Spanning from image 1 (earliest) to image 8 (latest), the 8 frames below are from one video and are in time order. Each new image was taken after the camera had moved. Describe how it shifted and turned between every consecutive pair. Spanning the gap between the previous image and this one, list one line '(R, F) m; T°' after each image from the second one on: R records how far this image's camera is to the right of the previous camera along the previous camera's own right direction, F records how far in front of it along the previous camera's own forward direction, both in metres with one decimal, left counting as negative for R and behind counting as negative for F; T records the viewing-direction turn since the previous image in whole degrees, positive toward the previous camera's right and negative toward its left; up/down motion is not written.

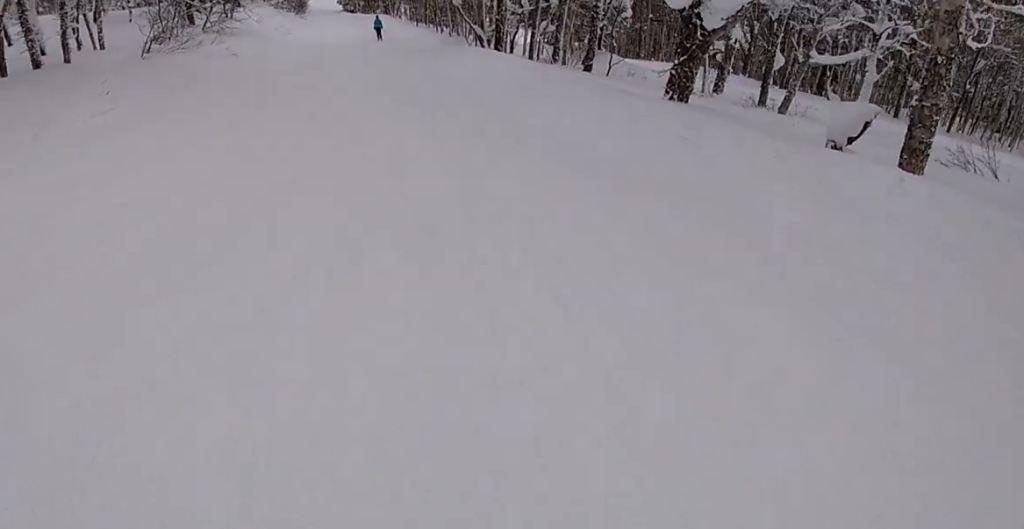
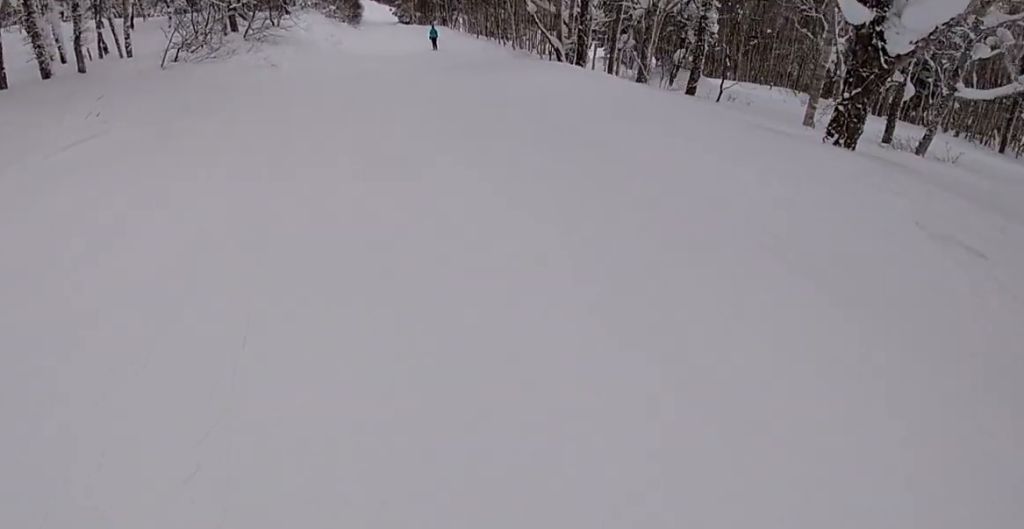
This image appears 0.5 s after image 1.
(+0.2, +3.9) m; -5°
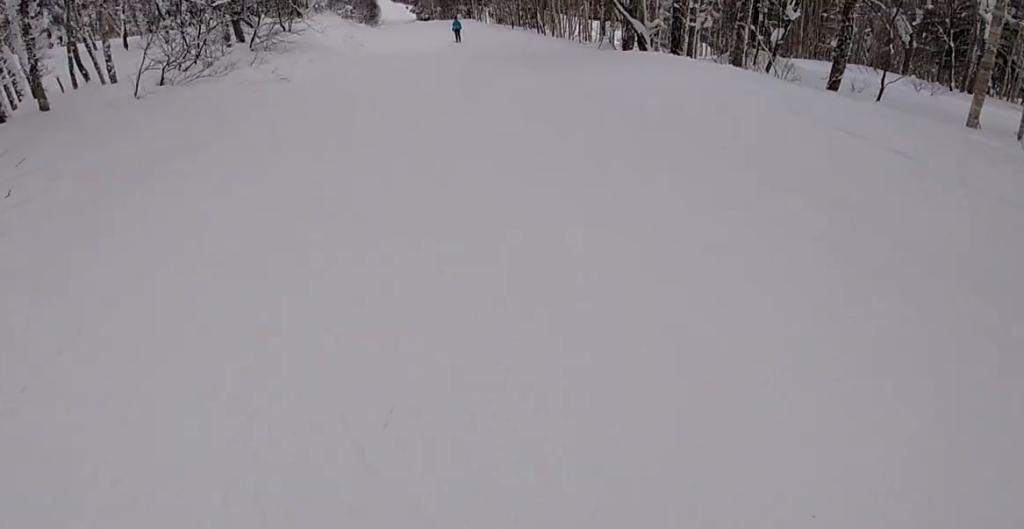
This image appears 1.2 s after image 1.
(-0.6, +5.1) m; -7°
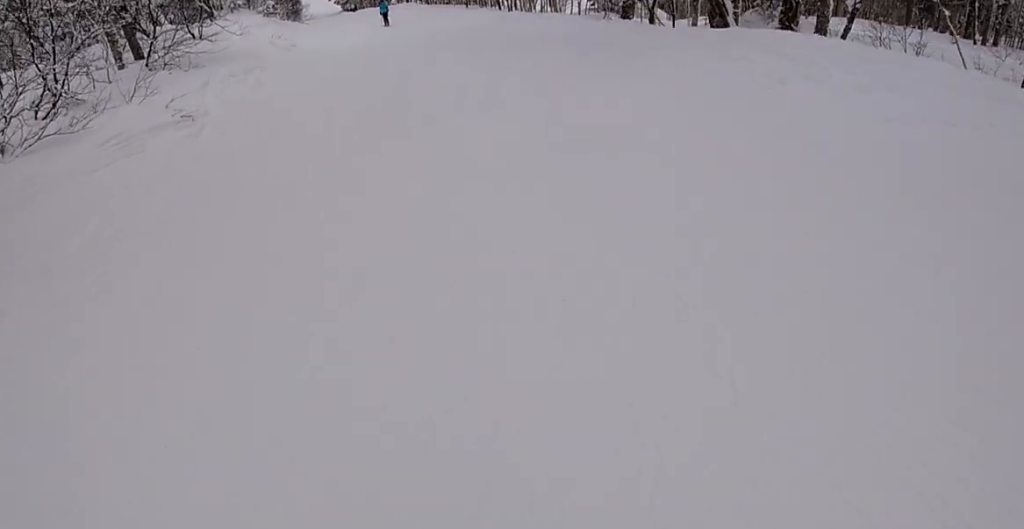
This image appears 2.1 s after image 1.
(-0.5, +6.9) m; 0°
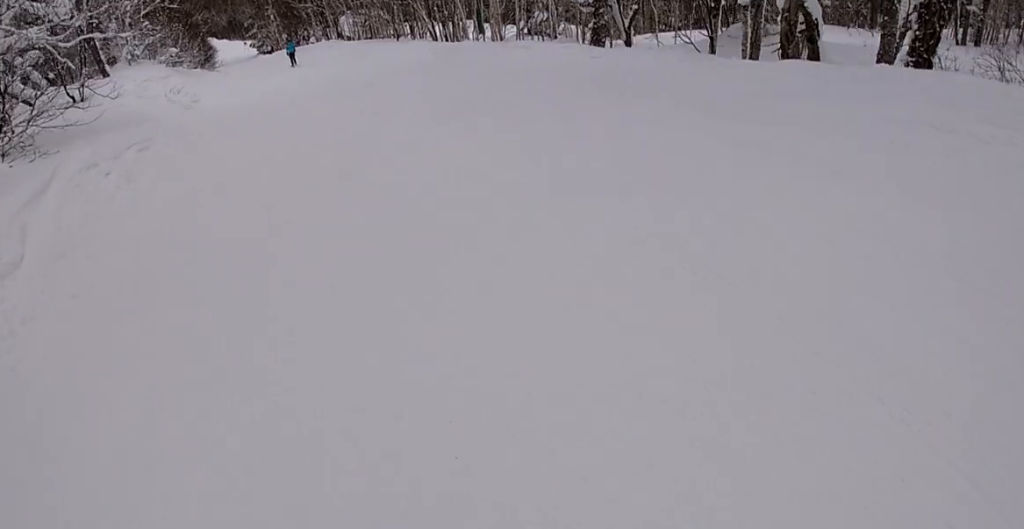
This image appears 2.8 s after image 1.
(-0.2, +5.1) m; +6°
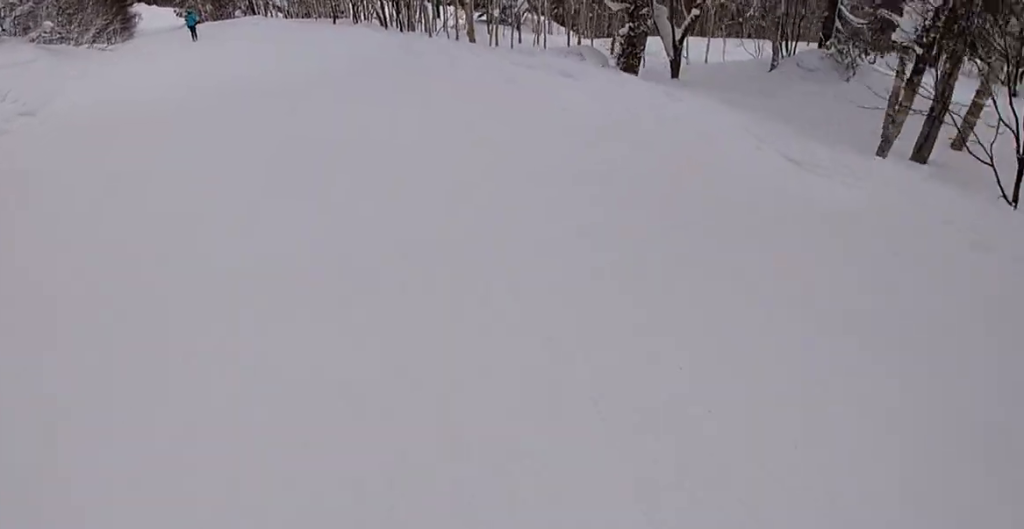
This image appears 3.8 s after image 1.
(+1.4, +7.7) m; +9°
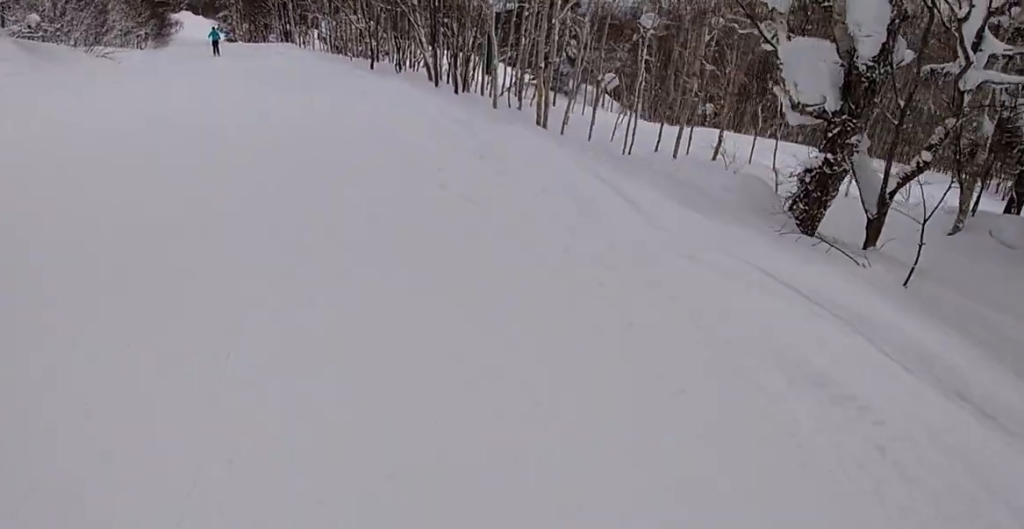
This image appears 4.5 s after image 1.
(+0.2, +6.2) m; -9°
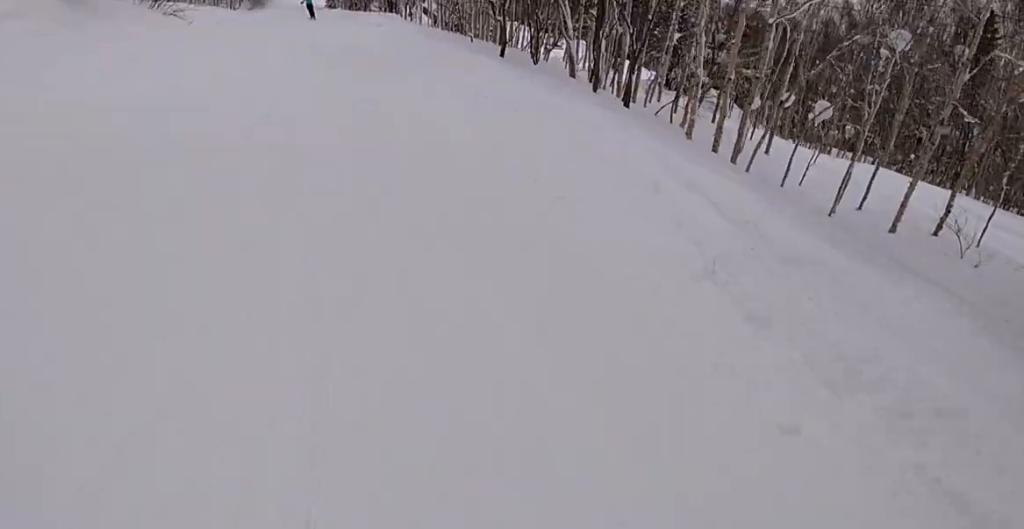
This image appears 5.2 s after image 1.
(-0.9, +5.2) m; -8°
